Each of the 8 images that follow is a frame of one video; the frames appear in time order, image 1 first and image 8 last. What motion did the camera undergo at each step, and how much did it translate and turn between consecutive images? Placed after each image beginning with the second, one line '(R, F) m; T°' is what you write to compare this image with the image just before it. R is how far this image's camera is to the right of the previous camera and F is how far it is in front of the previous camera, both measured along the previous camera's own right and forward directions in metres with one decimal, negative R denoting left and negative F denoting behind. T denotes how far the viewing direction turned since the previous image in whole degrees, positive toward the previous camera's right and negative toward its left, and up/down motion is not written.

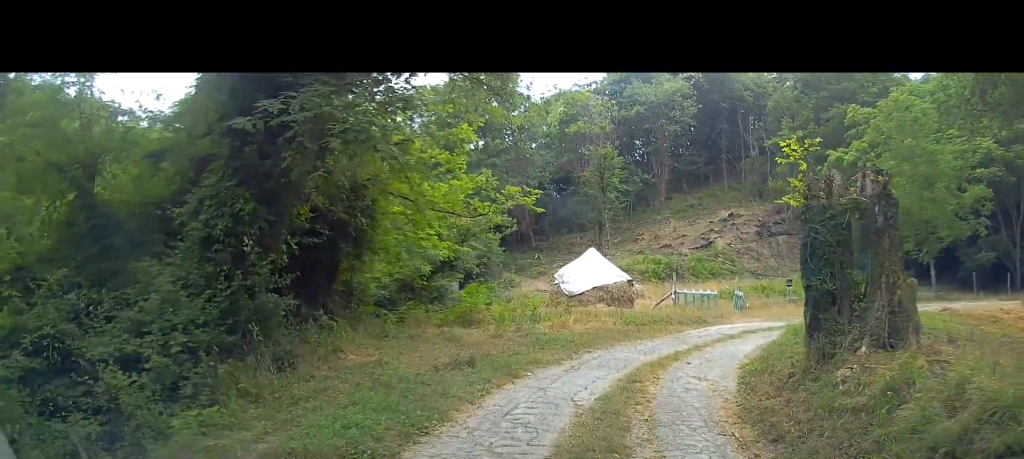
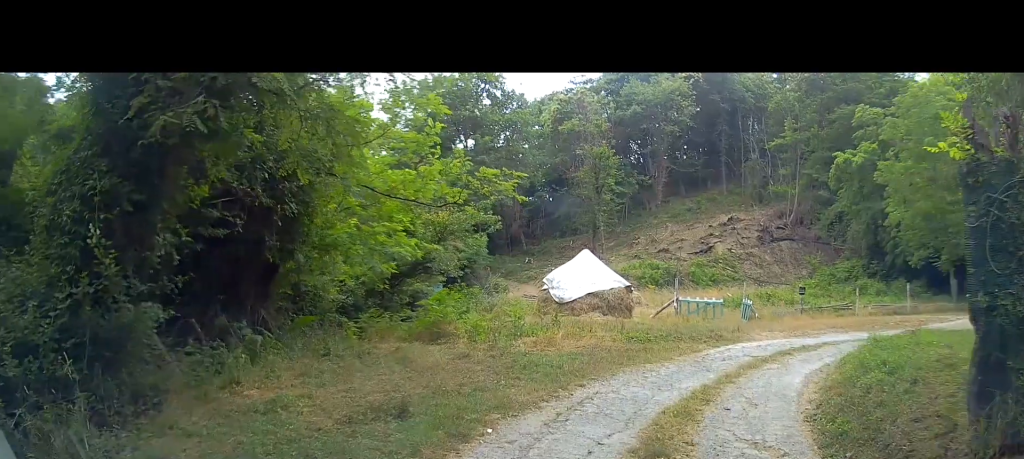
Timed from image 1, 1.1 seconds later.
(-0.1, +3.2) m; -2°
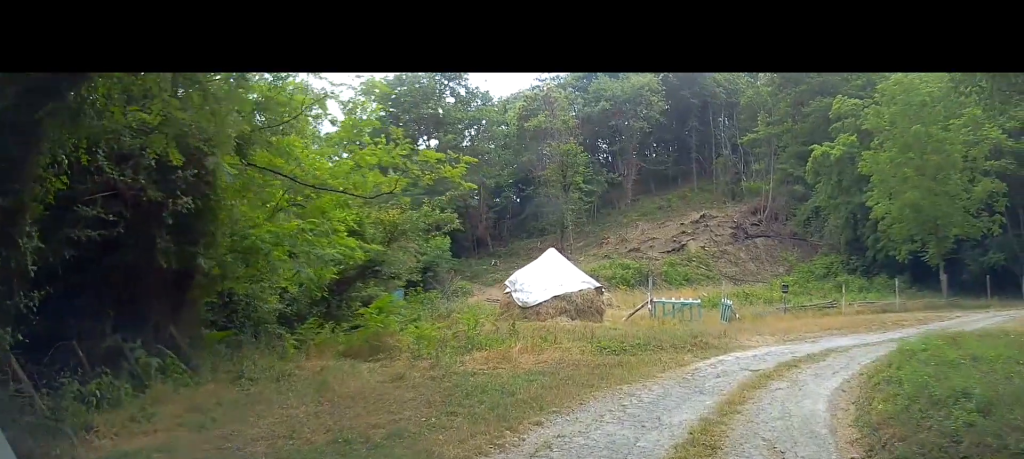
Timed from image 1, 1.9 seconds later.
(0.0, +2.2) m; 0°
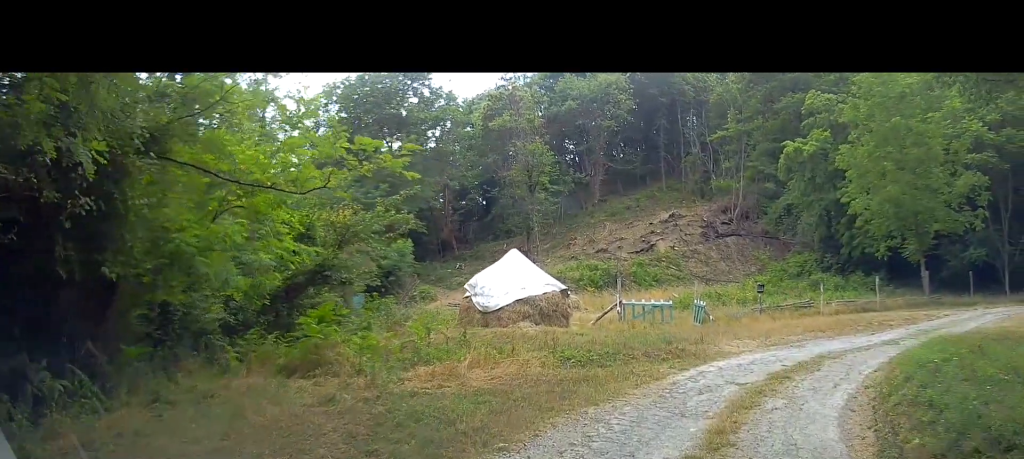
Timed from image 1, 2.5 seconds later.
(0.0, +1.5) m; +1°
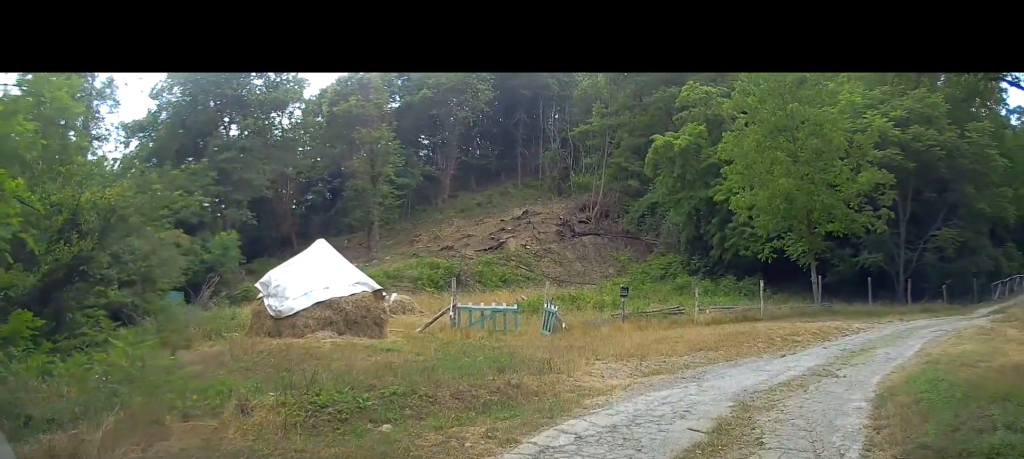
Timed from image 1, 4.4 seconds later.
(+0.5, +5.0) m; +14°
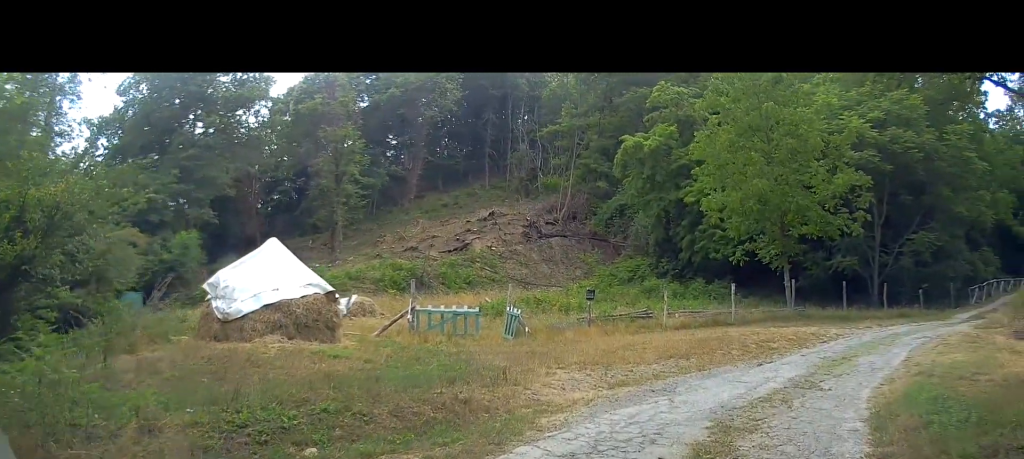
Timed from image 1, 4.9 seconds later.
(0.0, +1.0) m; +3°
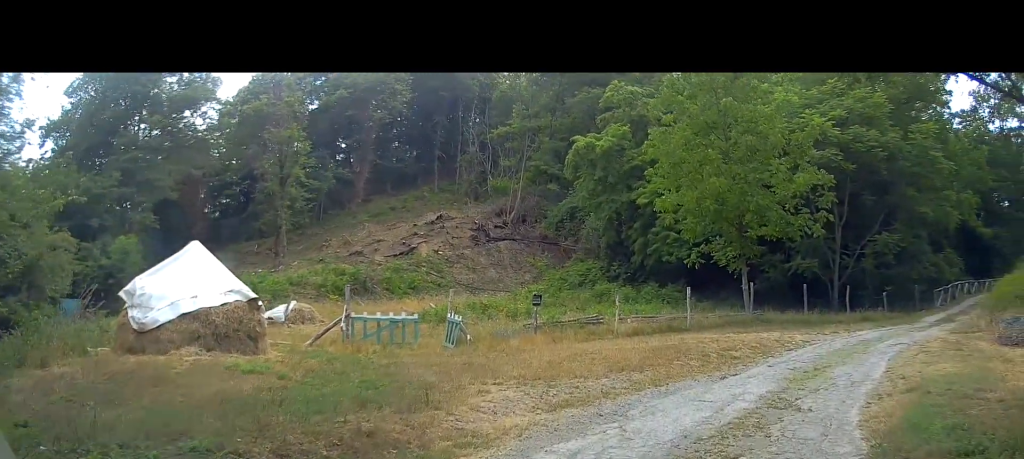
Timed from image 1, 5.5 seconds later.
(0.0, +1.4) m; +4°
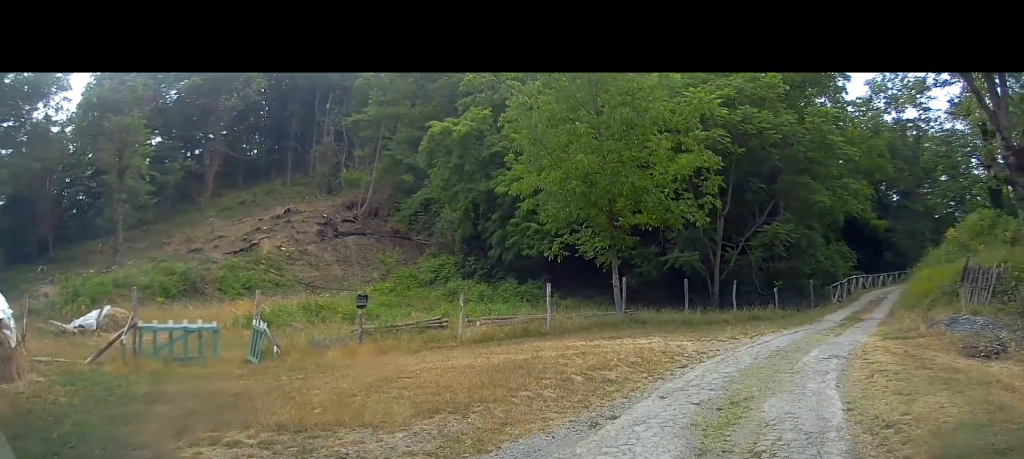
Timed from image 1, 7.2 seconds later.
(+0.4, +3.8) m; +10°
